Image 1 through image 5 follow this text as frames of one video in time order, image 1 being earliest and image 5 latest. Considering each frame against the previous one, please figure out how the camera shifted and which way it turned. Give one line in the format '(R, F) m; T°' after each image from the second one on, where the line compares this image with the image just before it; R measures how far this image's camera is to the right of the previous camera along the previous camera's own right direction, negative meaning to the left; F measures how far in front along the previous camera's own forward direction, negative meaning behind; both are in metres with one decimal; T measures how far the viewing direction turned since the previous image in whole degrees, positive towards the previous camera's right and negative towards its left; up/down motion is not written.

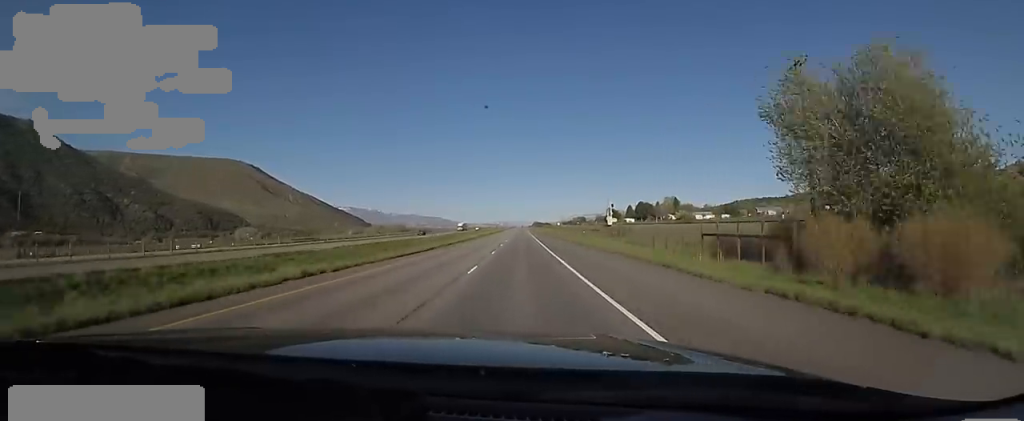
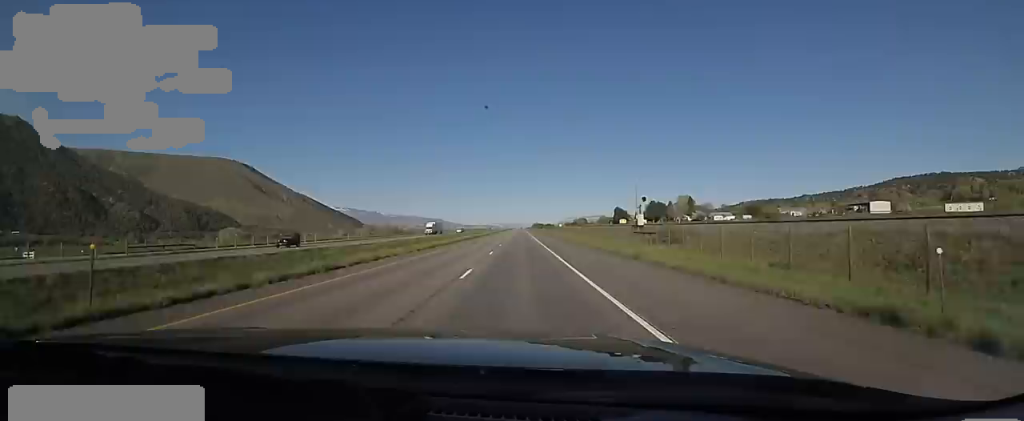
(+0.1, +38.4) m; -2°
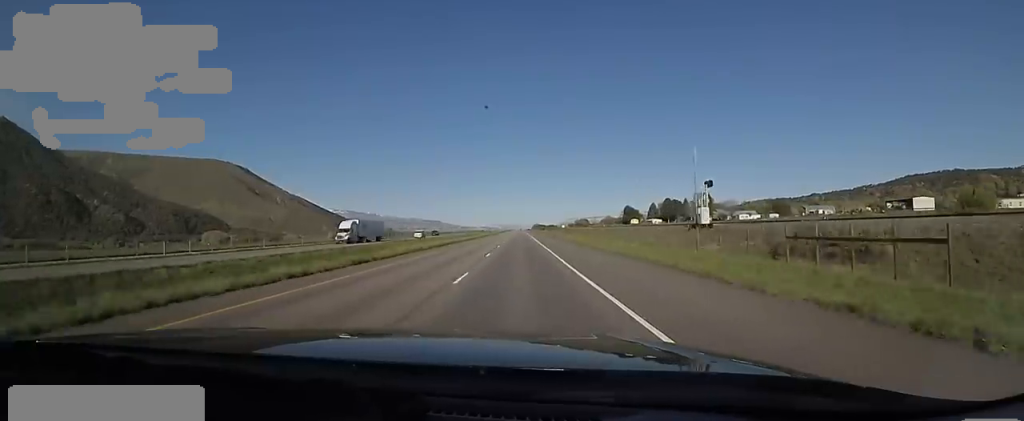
(-1.2, +38.7) m; 0°
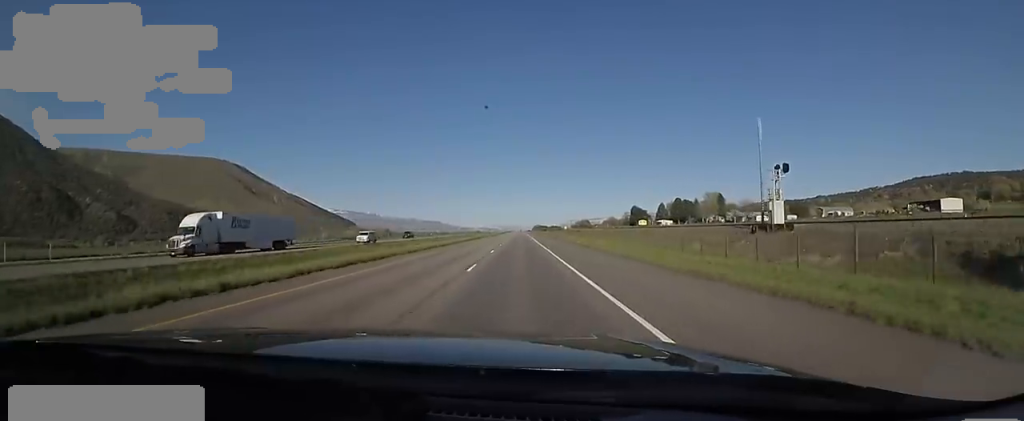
(+0.8, +20.9) m; +2°
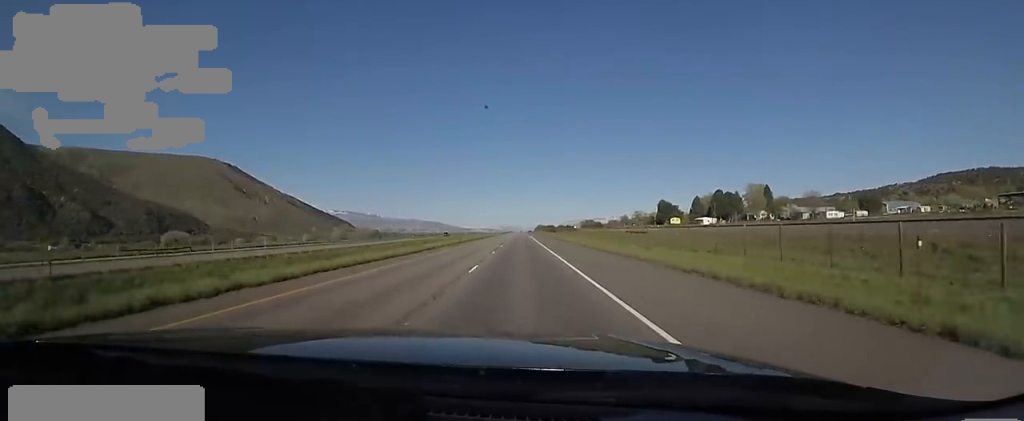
(+0.1, +62.3) m; -2°
